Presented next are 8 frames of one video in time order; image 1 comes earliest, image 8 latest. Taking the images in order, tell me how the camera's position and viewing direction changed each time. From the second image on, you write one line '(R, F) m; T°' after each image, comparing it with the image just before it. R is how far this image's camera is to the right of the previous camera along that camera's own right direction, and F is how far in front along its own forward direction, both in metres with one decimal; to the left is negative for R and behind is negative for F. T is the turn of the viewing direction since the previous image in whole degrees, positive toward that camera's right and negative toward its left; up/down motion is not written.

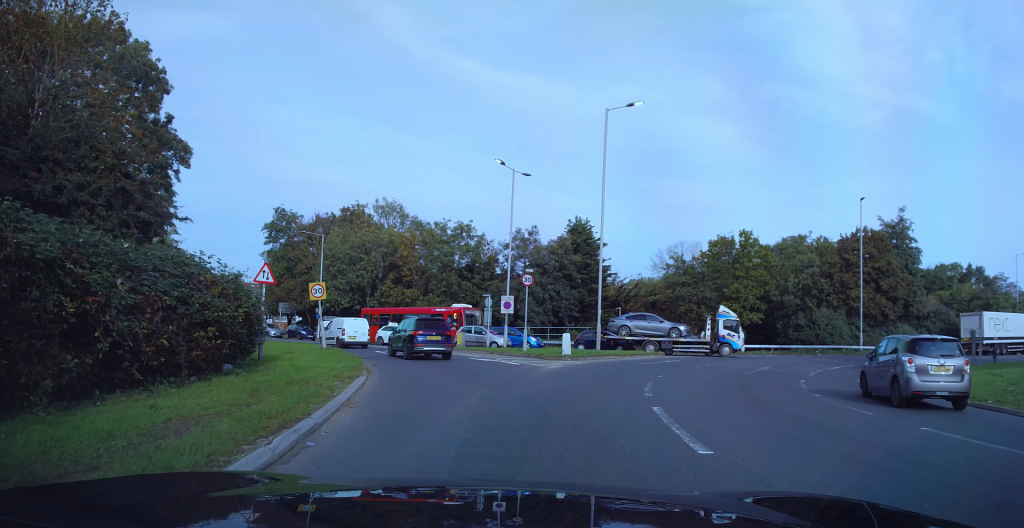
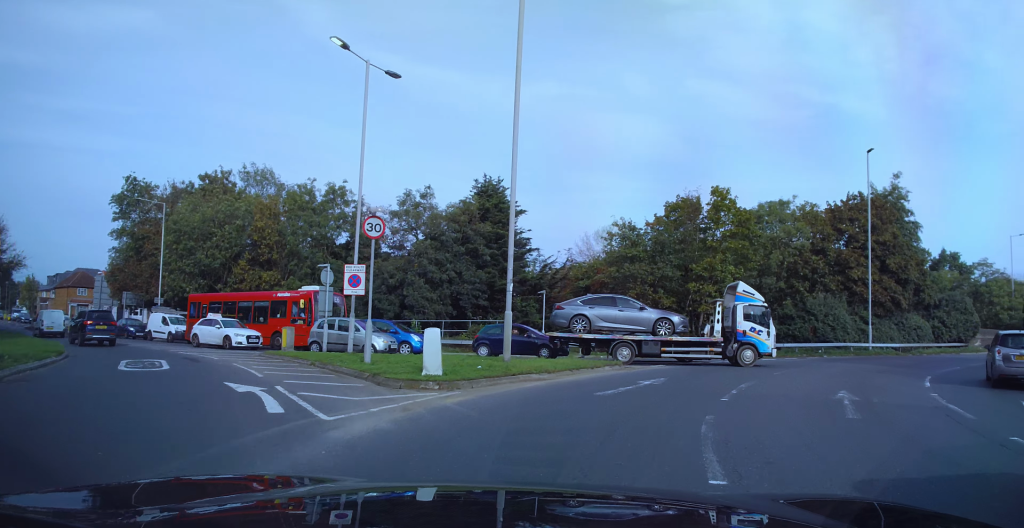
(+2.5, +15.6) m; +21°
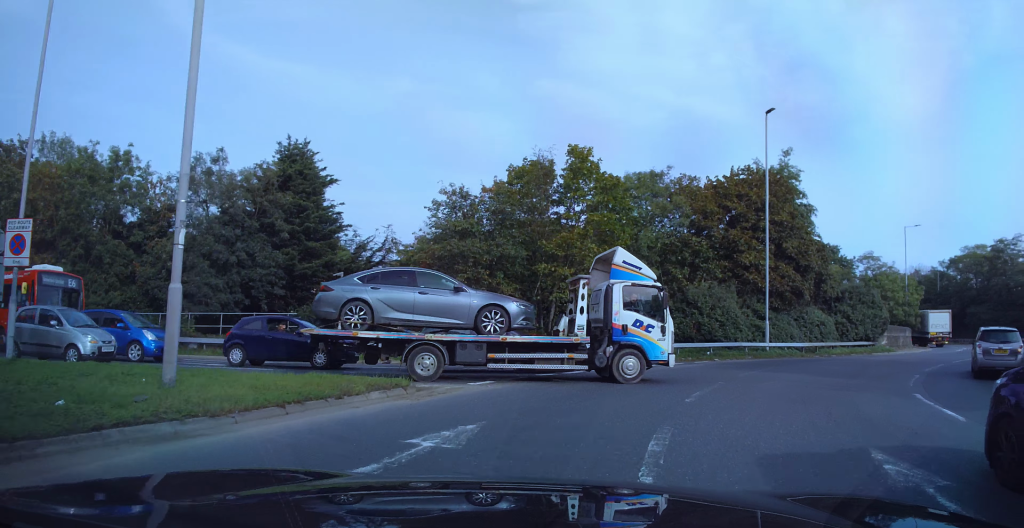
(+1.0, +8.5) m; +13°
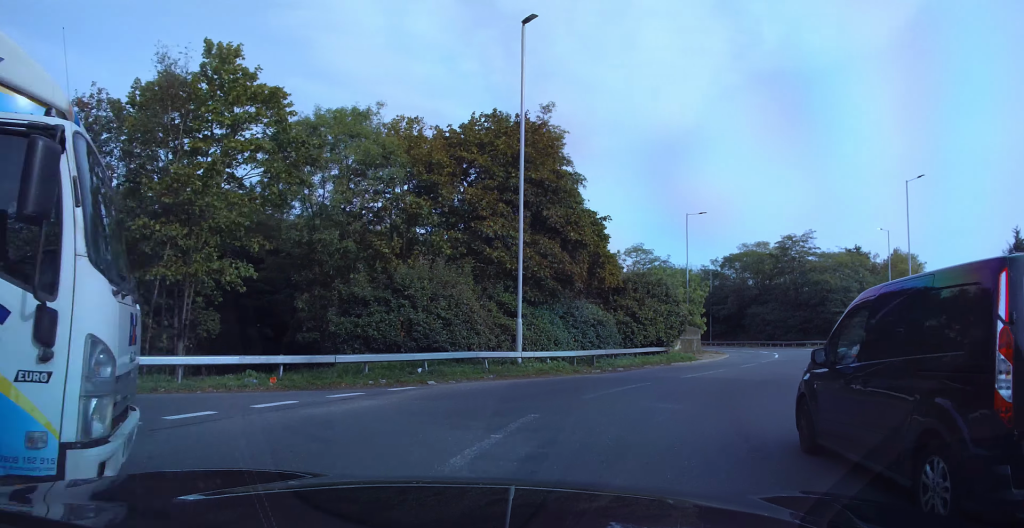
(+1.8, +11.9) m; +14°
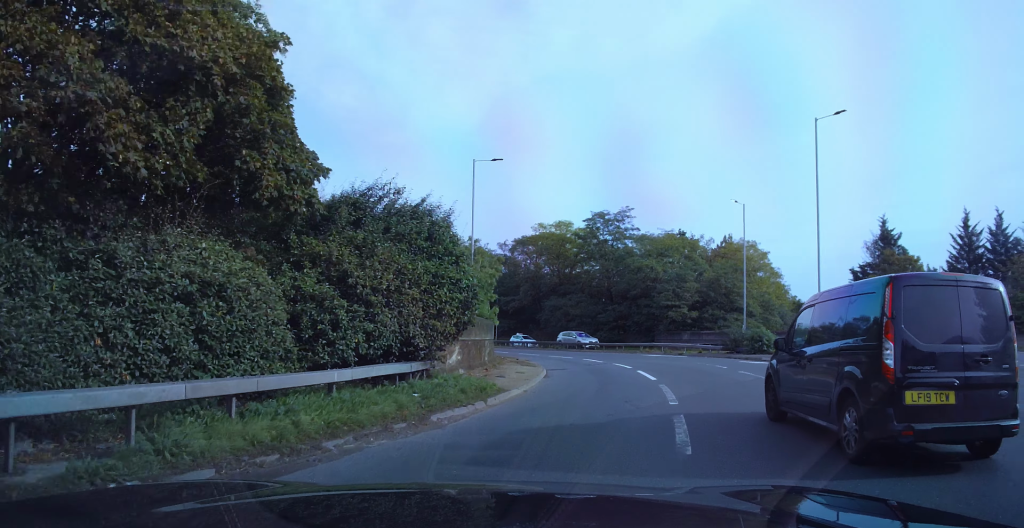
(+2.3, +18.3) m; +11°
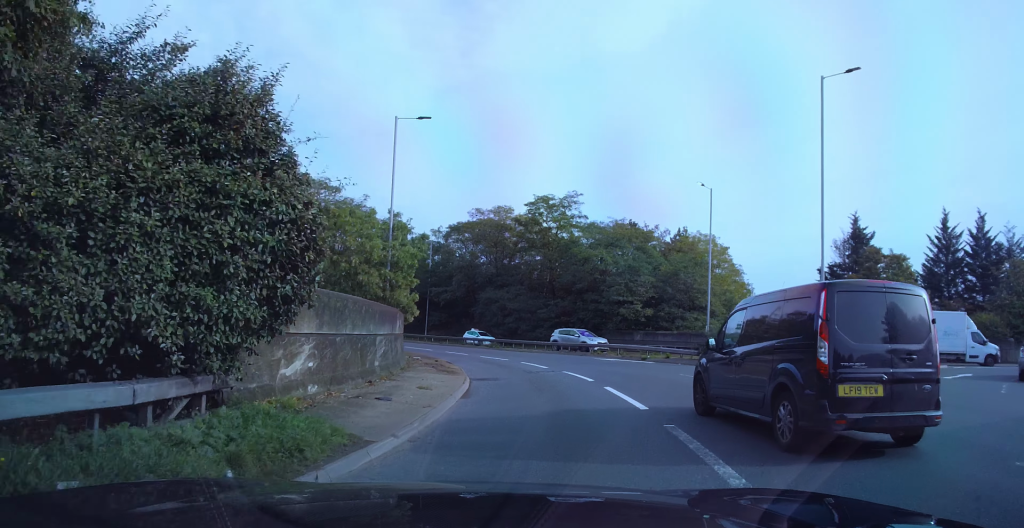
(+0.2, +7.2) m; -2°
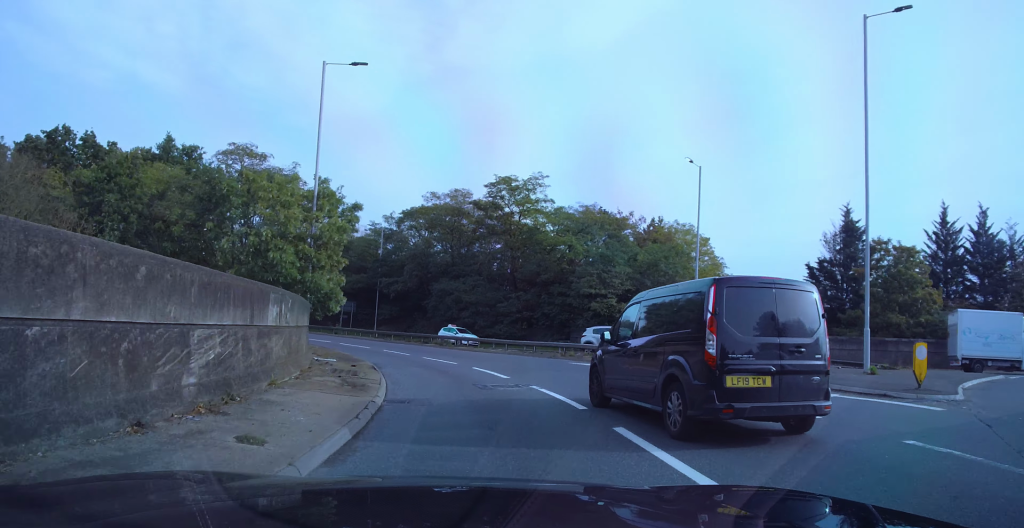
(-0.1, +6.7) m; -4°
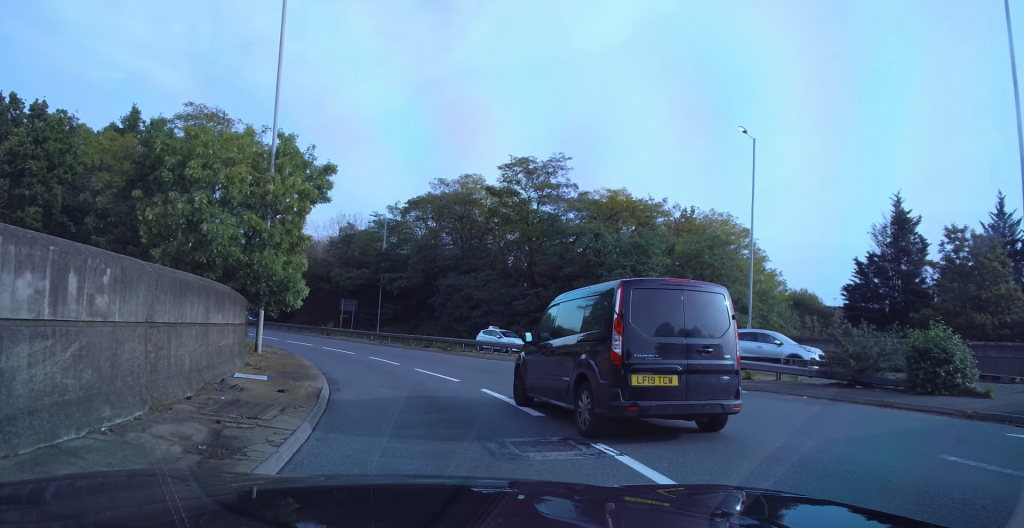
(-0.3, +6.9) m; -5°
